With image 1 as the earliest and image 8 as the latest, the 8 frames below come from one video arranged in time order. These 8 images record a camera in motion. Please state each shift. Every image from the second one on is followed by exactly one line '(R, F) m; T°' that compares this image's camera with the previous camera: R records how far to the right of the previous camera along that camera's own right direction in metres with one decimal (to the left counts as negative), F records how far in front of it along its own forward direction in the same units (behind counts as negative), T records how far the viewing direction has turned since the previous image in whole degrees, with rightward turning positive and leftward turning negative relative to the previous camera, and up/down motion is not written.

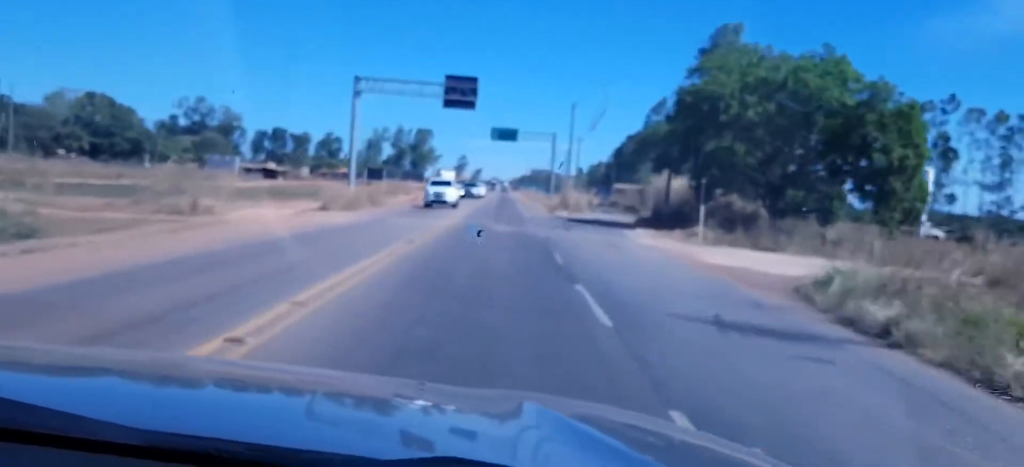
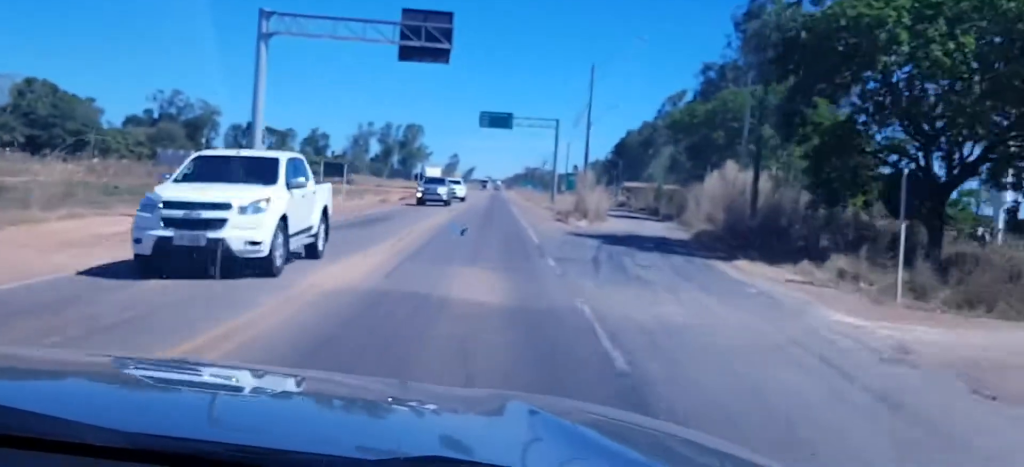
(-0.1, +20.9) m; +1°
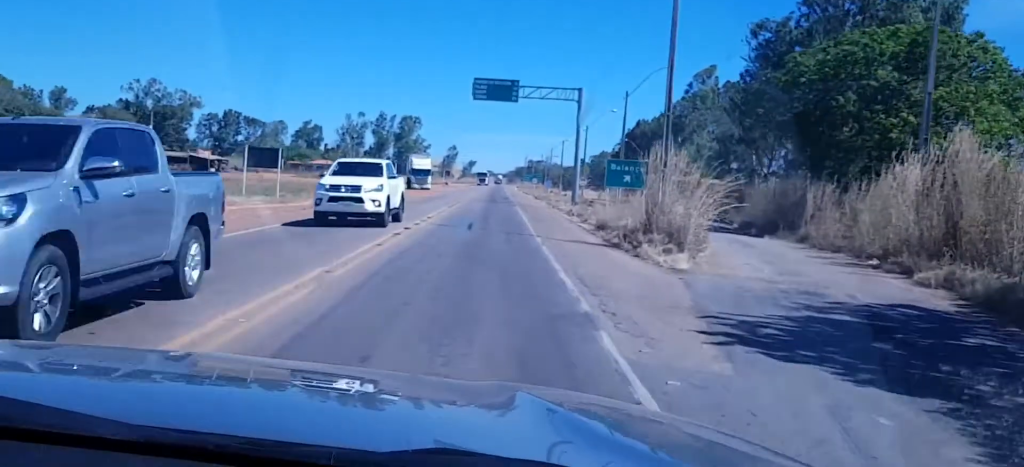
(+0.8, +24.0) m; +2°
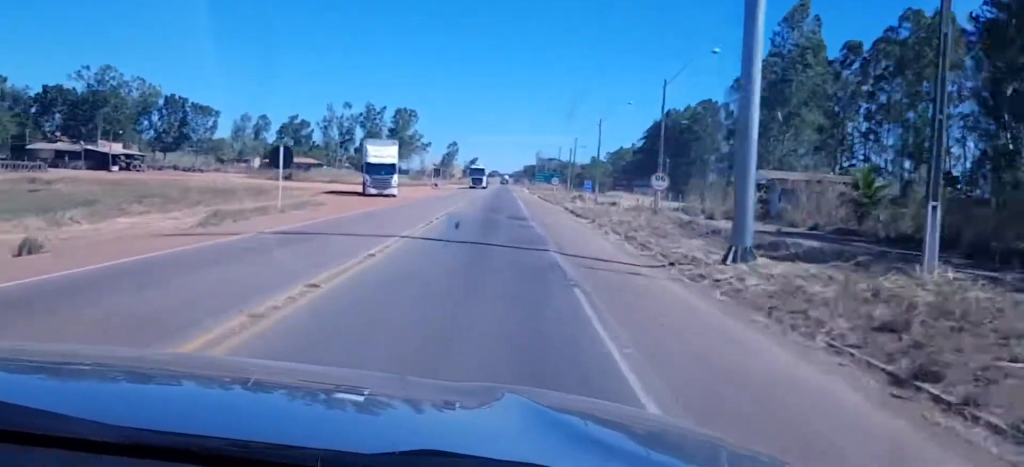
(-0.6, +42.1) m; -1°
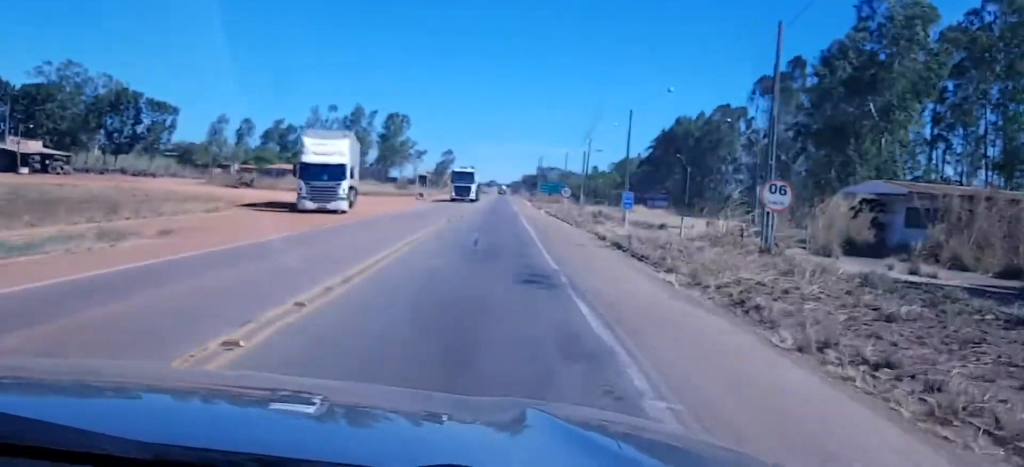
(0.0, +21.9) m; +1°
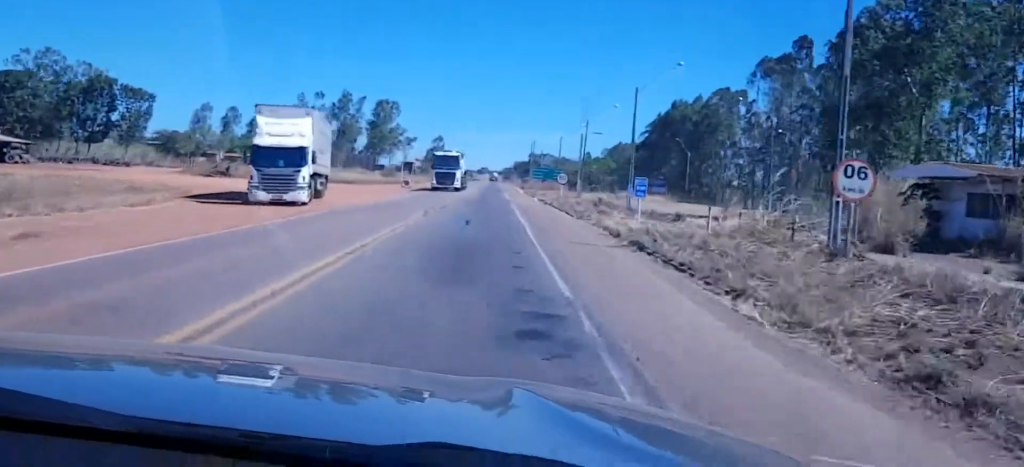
(-0.1, +7.1) m; +1°
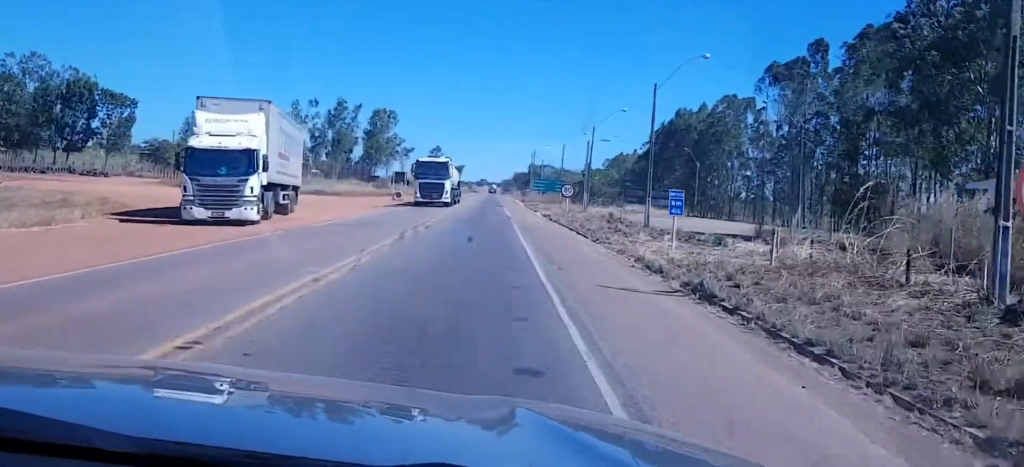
(0.0, +7.9) m; 0°
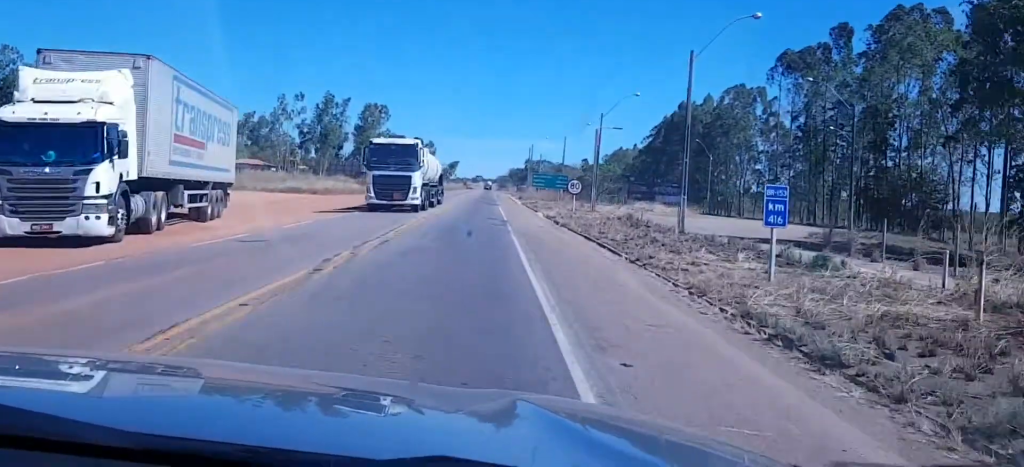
(+0.2, +10.9) m; 0°
